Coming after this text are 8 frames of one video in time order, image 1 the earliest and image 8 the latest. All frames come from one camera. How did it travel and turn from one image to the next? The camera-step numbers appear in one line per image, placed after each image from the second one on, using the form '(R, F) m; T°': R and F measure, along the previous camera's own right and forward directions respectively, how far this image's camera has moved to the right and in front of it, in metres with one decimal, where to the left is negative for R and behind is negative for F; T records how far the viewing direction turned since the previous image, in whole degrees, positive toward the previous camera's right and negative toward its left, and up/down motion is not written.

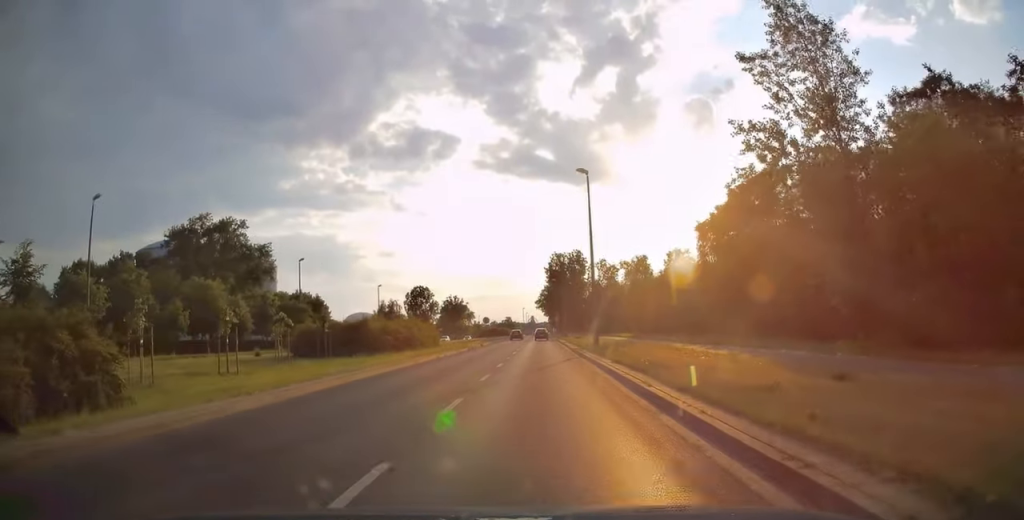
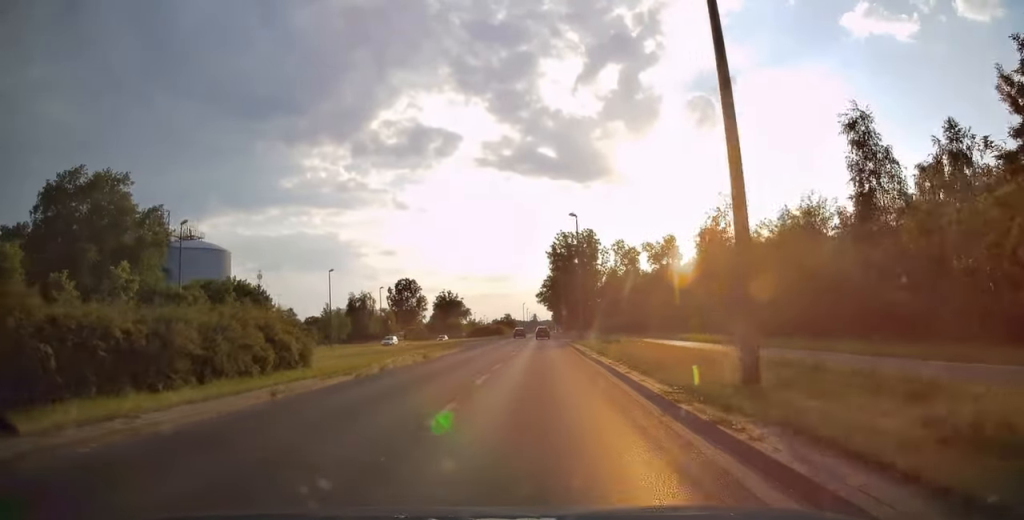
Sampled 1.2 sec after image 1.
(-0.3, +26.1) m; 0°
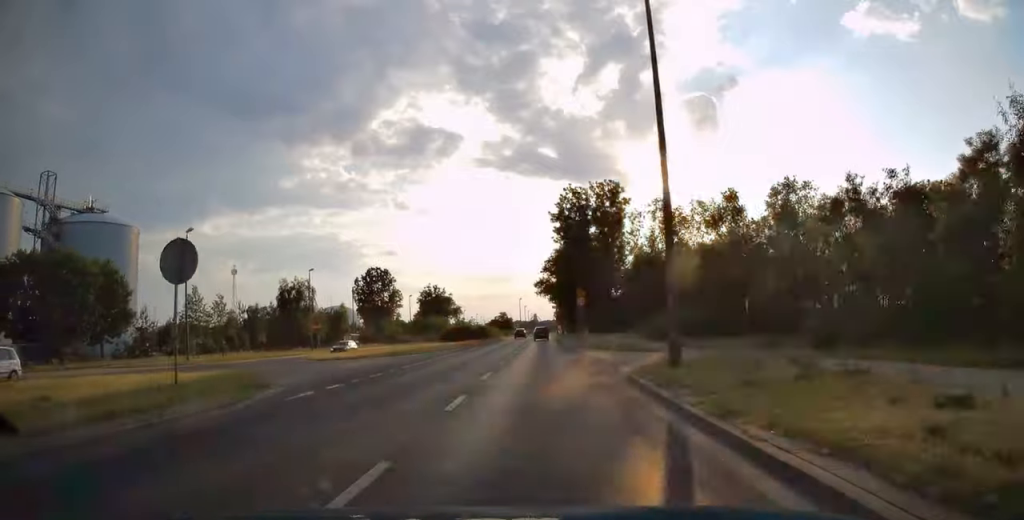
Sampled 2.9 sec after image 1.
(-0.1, +35.2) m; 0°
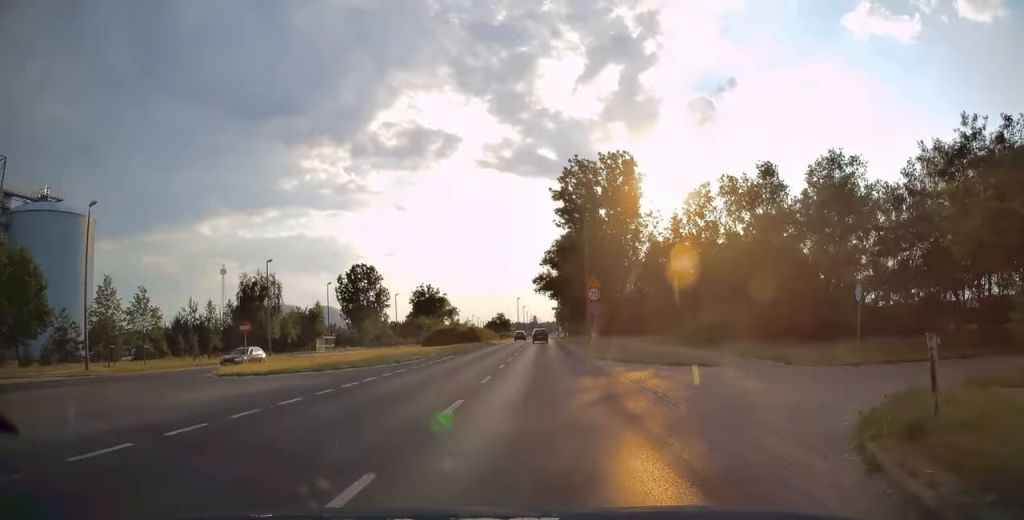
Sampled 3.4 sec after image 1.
(+0.2, +12.6) m; +1°
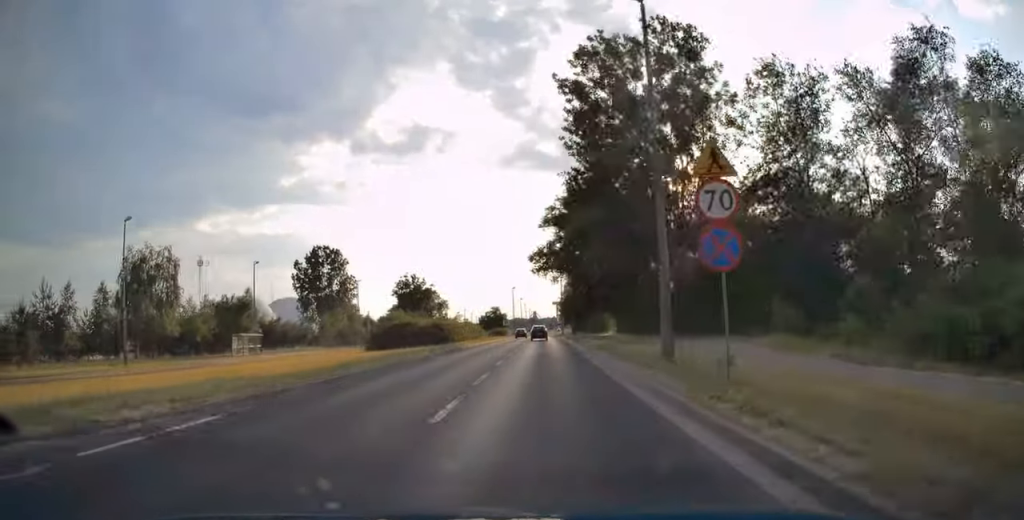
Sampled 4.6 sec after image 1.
(+0.2, +25.8) m; 0°
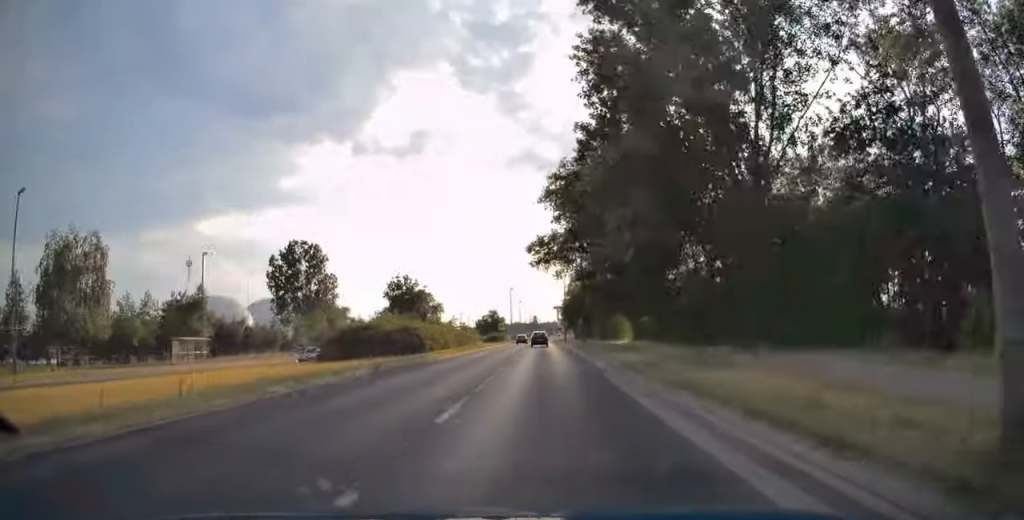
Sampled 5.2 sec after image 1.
(0.0, +11.9) m; -1°
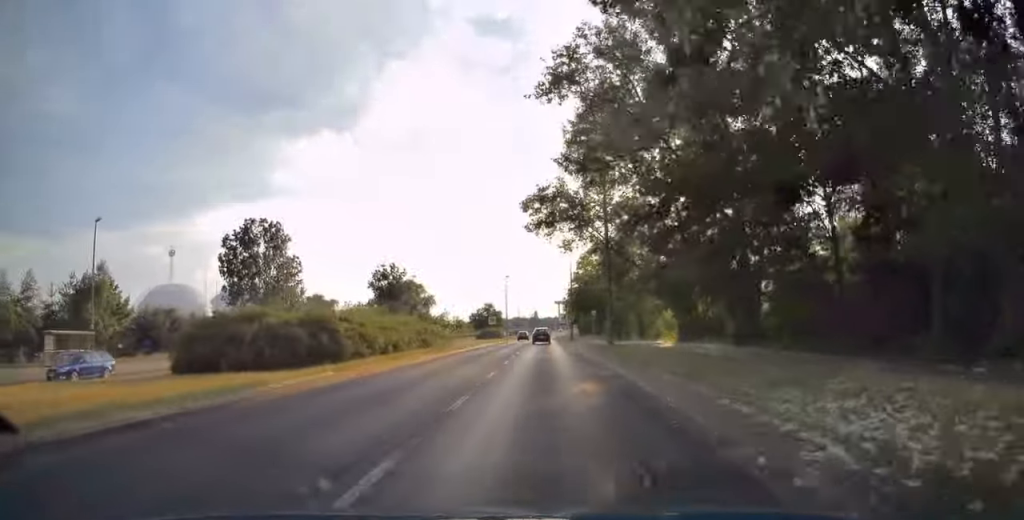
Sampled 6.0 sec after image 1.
(-0.2, +17.3) m; -1°
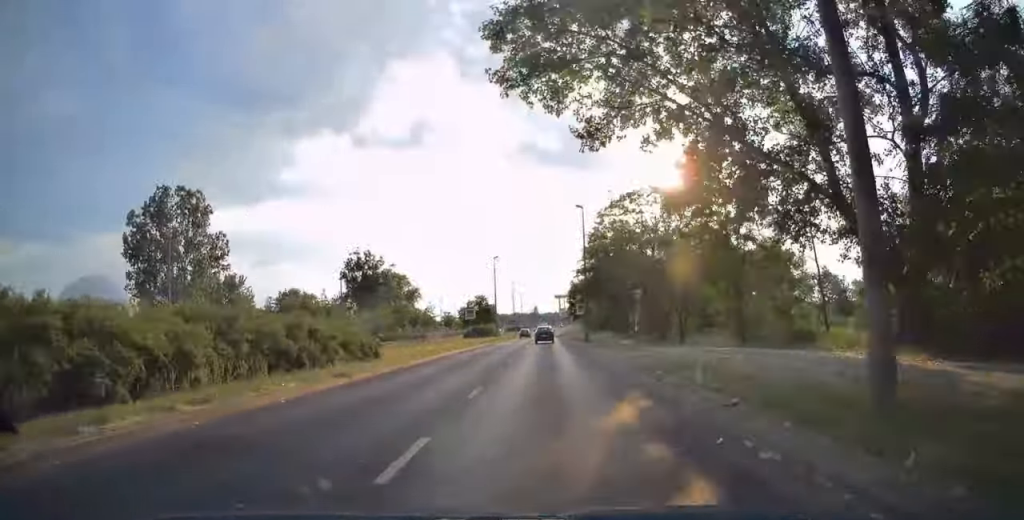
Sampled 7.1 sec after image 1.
(0.0, +23.1) m; +1°
